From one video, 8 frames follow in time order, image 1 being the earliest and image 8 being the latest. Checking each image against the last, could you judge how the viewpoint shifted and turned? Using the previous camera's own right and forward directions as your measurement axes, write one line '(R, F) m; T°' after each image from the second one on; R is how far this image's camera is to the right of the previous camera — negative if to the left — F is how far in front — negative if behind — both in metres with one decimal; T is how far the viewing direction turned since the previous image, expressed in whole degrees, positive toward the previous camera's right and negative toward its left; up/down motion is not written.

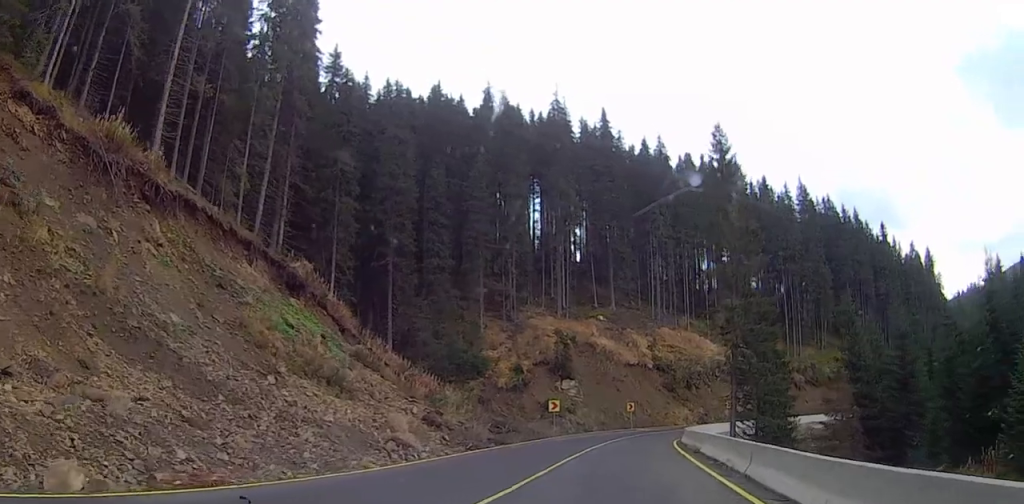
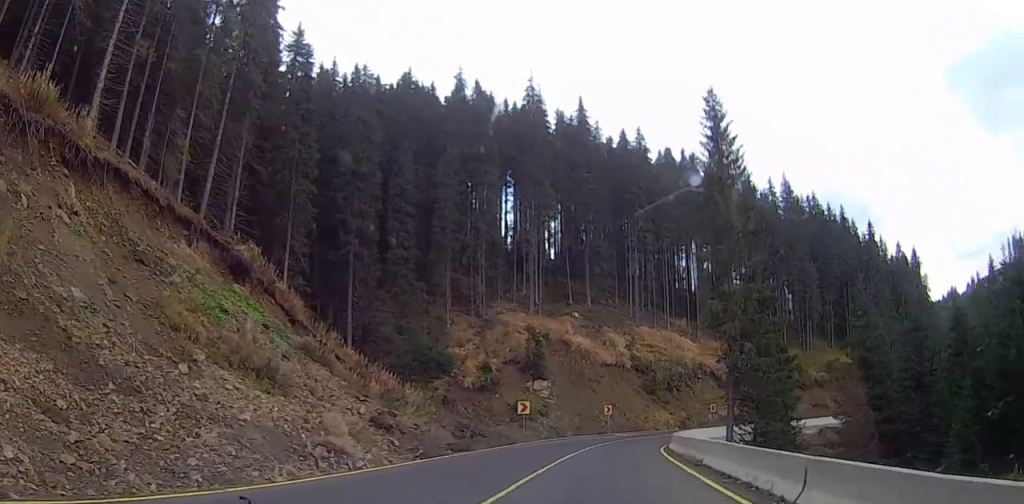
(+0.7, +5.6) m; +4°
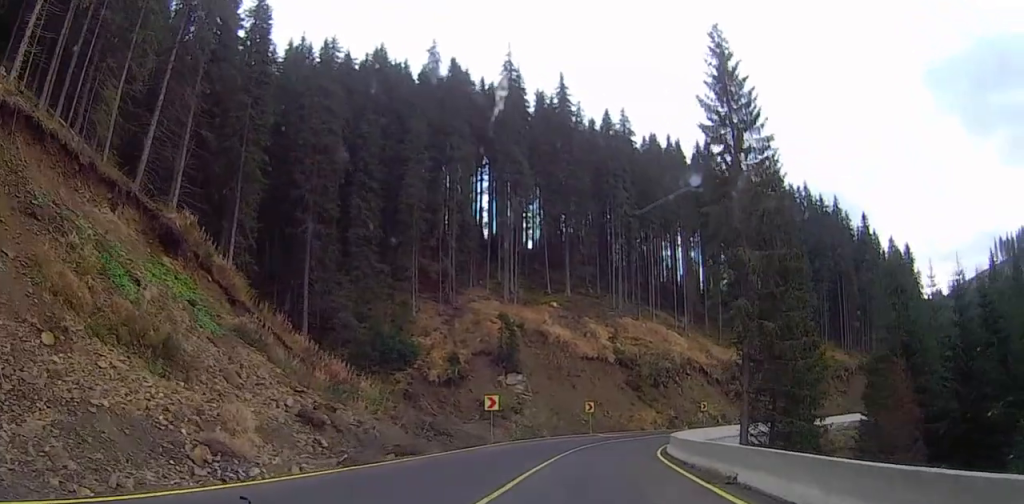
(+0.3, +7.1) m; +2°
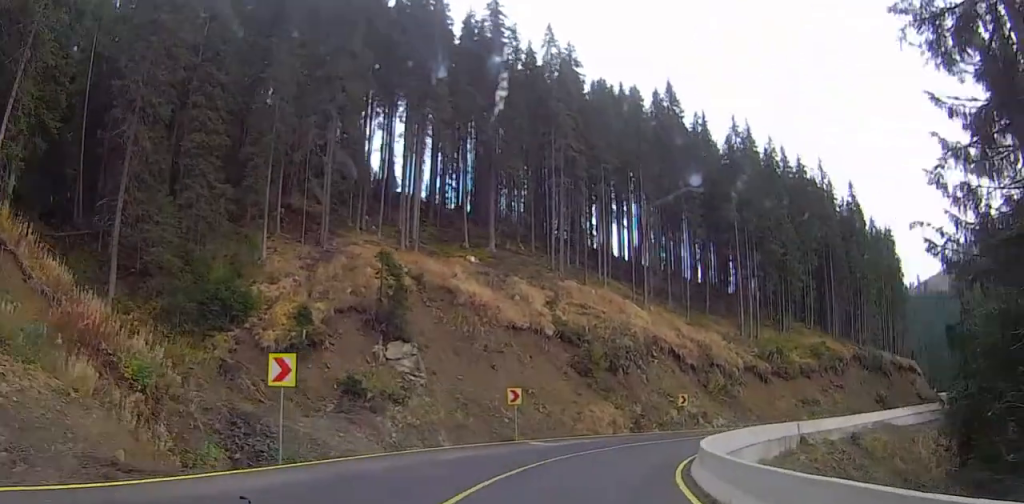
(+0.1, +22.8) m; +5°
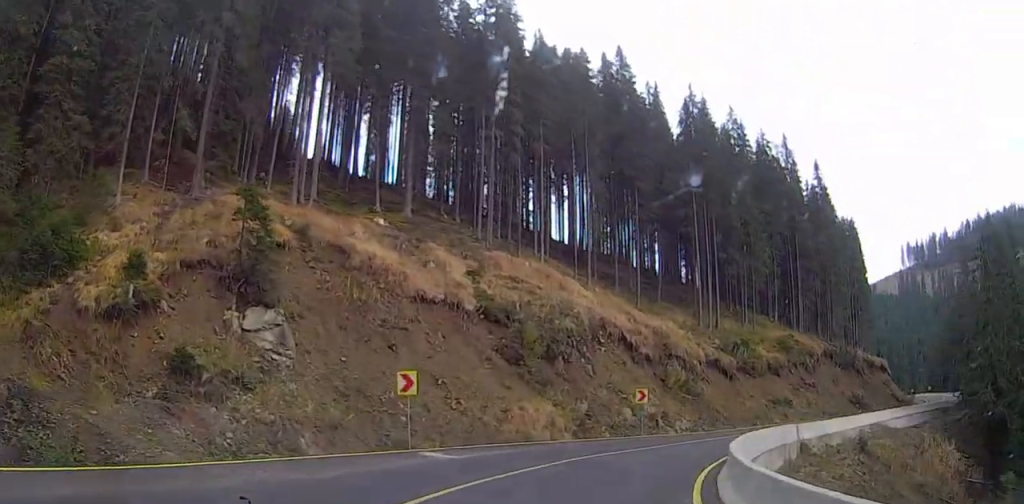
(+0.7, +11.0) m; +5°
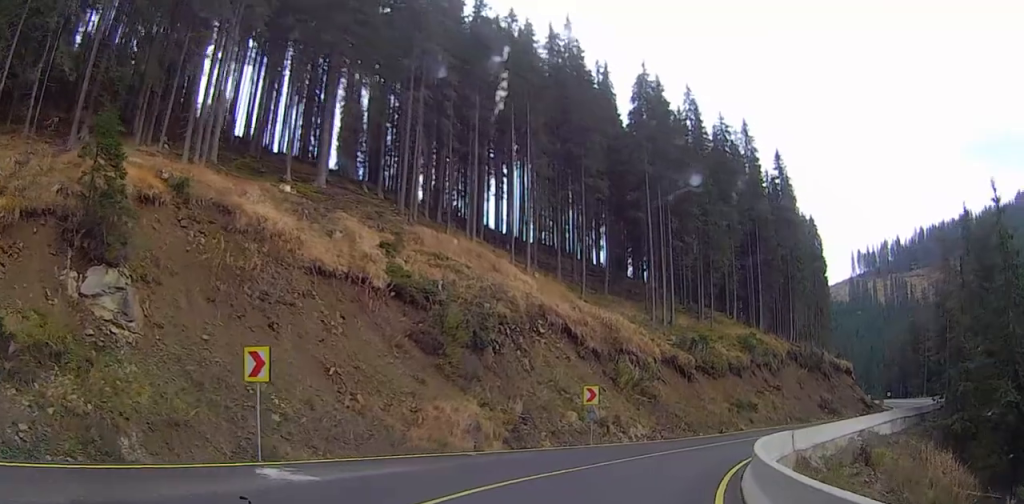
(+0.1, +7.2) m; +4°
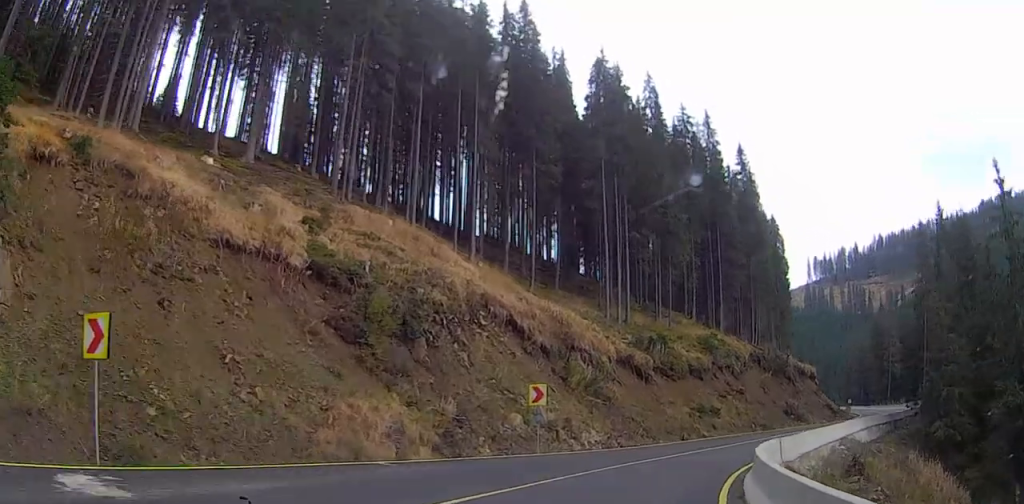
(+0.1, +4.1) m; +4°
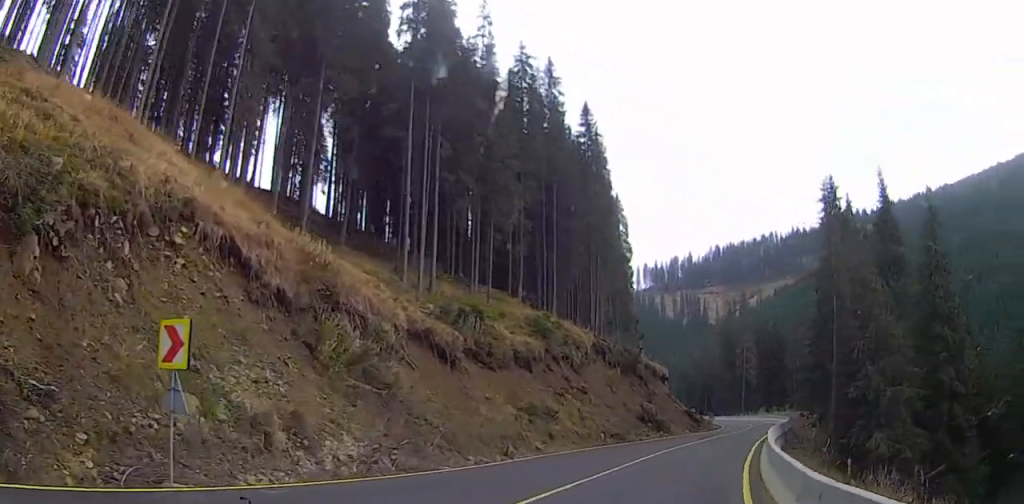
(+1.8, +14.7) m; +11°
